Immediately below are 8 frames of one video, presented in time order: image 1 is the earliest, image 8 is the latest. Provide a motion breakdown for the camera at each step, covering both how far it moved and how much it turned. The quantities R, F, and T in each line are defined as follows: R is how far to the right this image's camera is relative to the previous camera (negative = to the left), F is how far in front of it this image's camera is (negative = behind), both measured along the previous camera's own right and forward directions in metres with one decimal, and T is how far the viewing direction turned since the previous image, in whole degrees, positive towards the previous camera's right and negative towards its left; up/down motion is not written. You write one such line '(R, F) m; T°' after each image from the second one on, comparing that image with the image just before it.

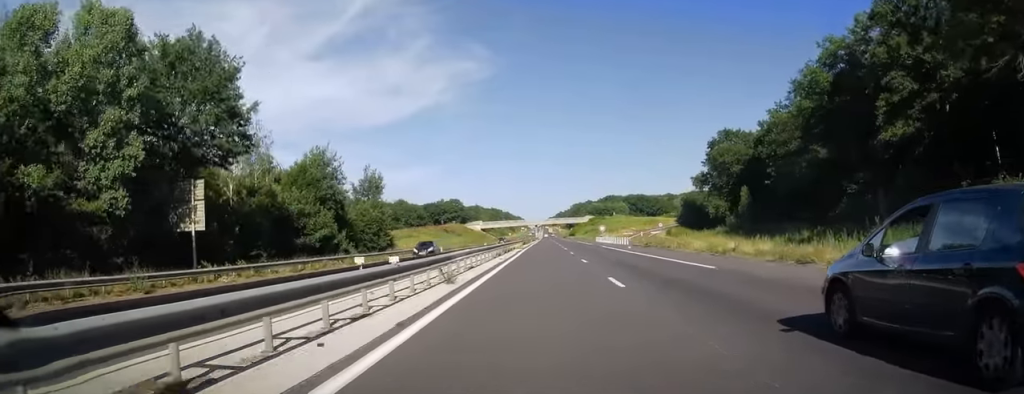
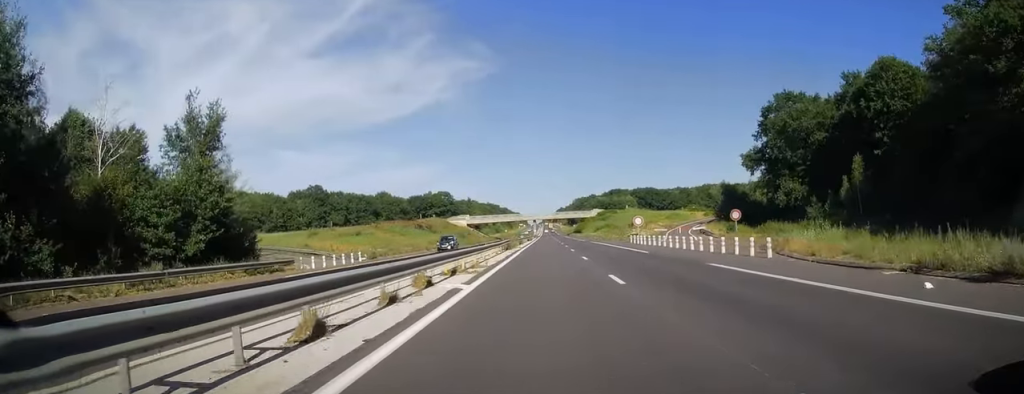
(+0.1, +38.8) m; 0°
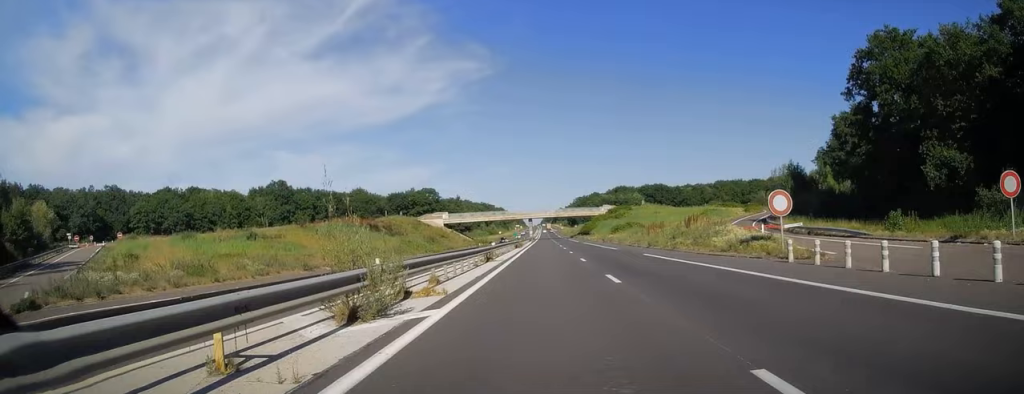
(0.0, +38.3) m; 0°
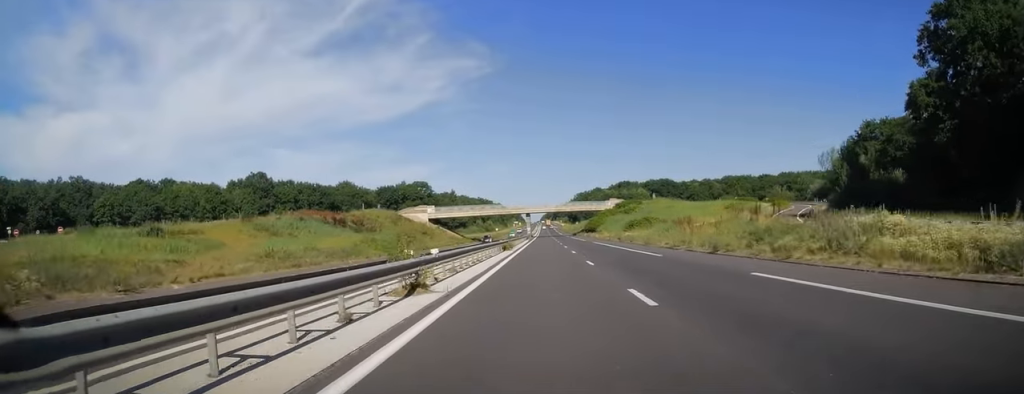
(+0.1, +18.2) m; 0°
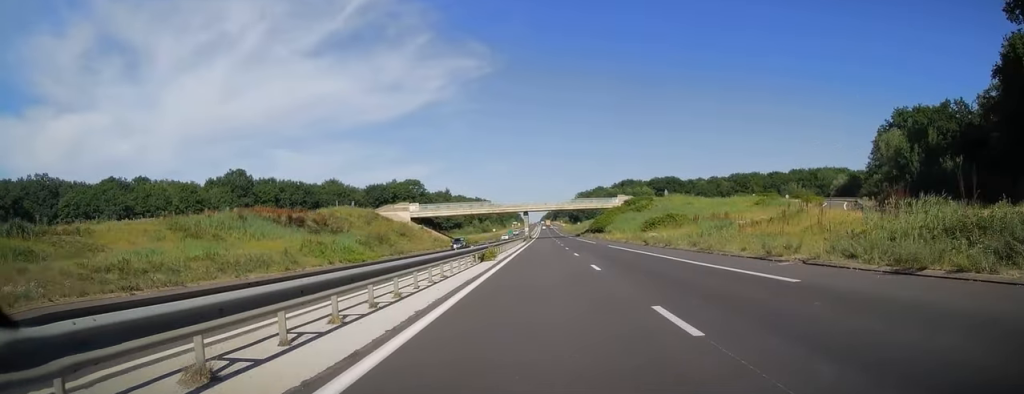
(-0.3, +16.2) m; 0°
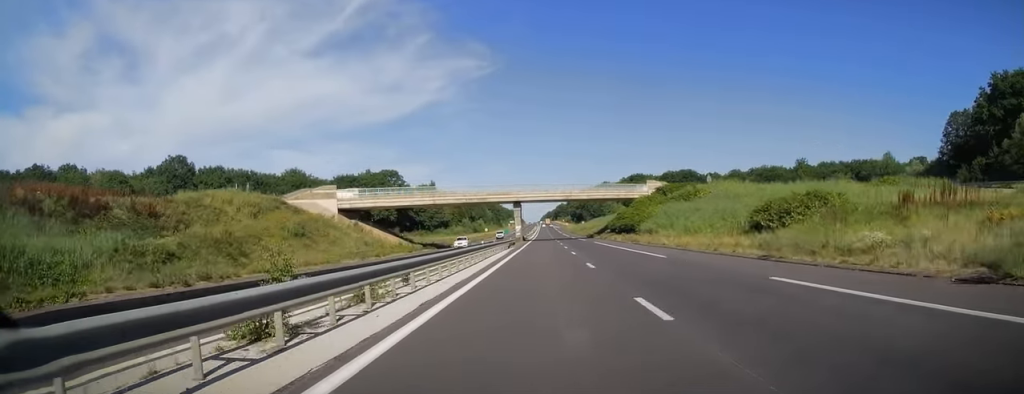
(+0.2, +37.8) m; +1°
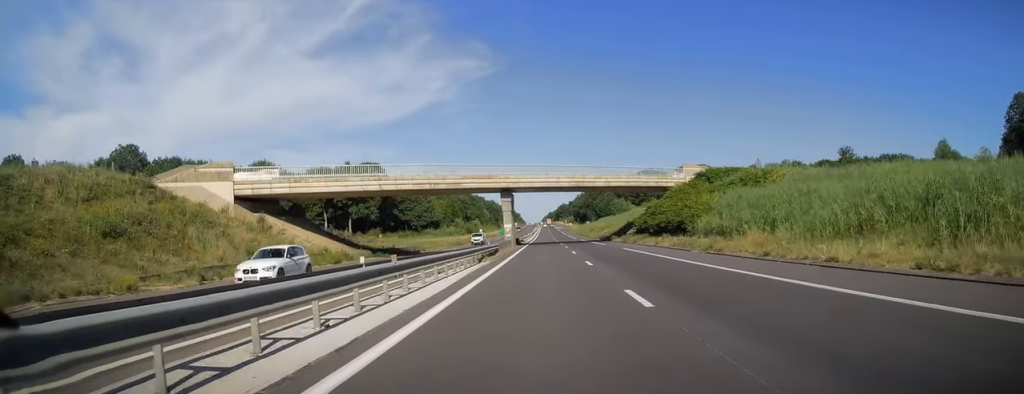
(+0.1, +24.6) m; 0°
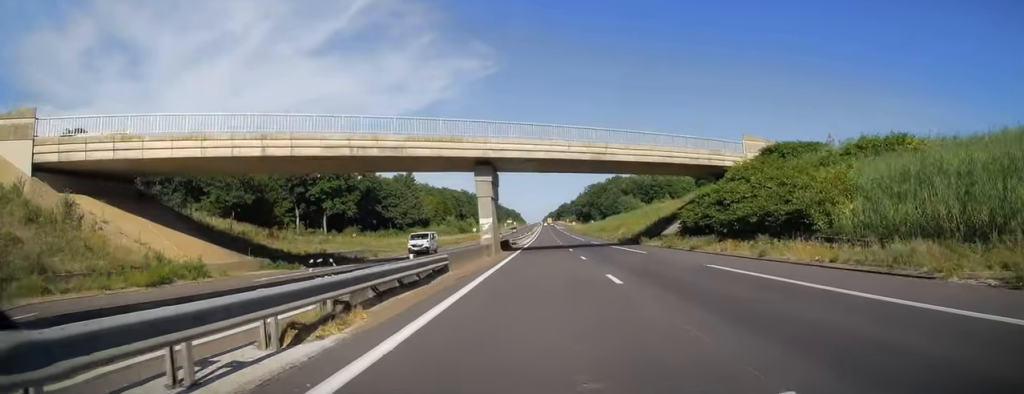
(0.0, +21.6) m; 0°
